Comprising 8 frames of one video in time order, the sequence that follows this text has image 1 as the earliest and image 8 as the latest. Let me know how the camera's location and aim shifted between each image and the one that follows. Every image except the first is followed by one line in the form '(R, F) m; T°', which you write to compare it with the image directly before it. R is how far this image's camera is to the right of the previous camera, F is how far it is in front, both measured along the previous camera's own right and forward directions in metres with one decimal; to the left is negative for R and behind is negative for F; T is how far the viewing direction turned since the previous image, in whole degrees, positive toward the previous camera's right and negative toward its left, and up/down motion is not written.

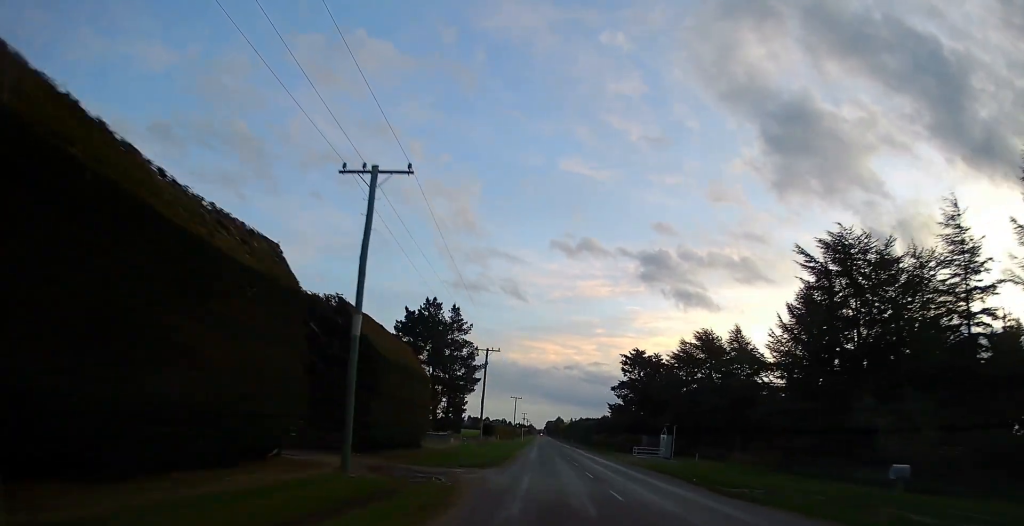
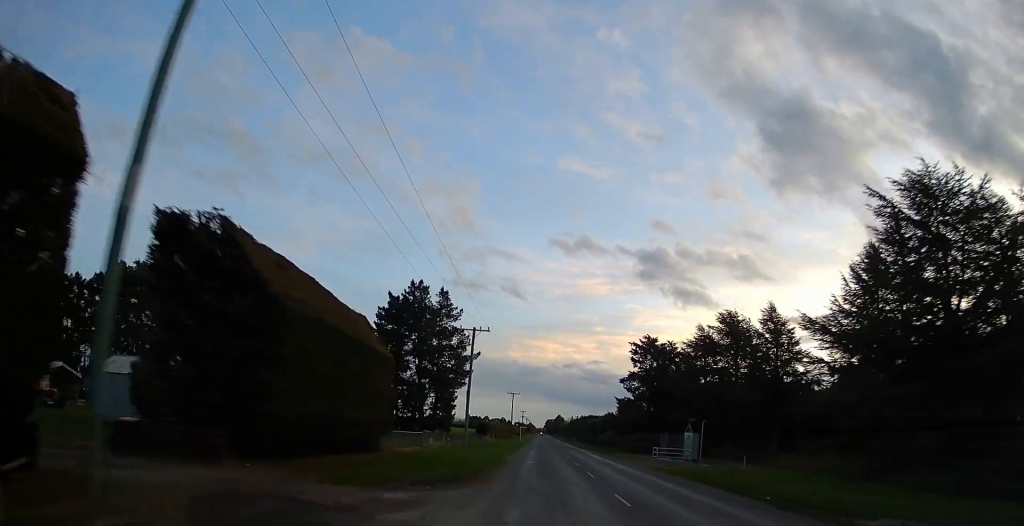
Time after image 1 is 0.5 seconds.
(+0.3, +11.9) m; +1°
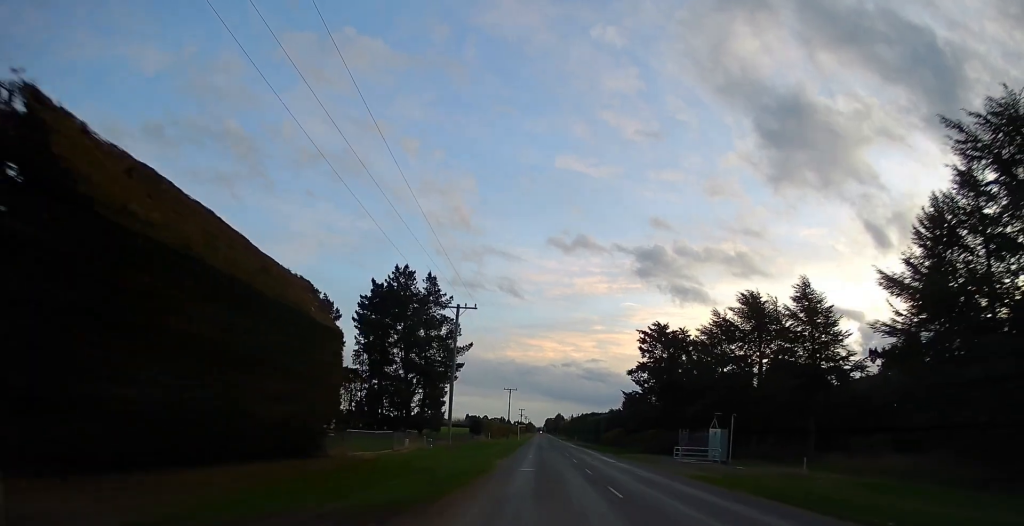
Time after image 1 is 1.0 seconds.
(0.0, +8.9) m; -1°
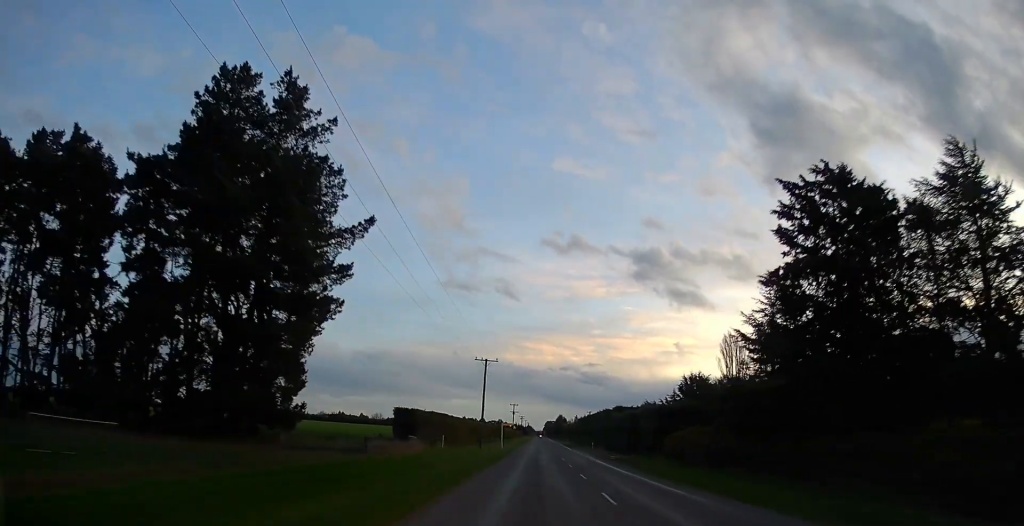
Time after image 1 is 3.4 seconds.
(-0.9, +51.1) m; -1°
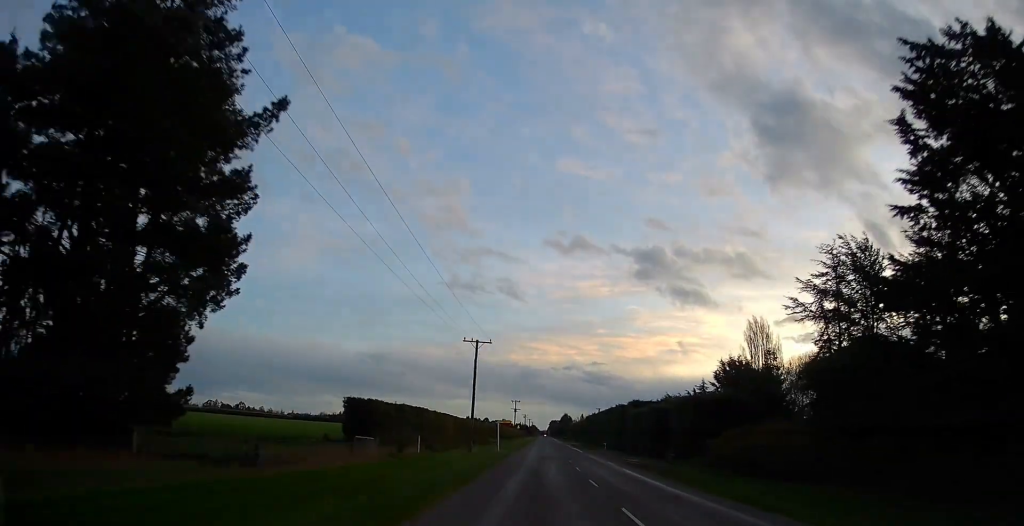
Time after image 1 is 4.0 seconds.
(-0.1, +13.0) m; 0°
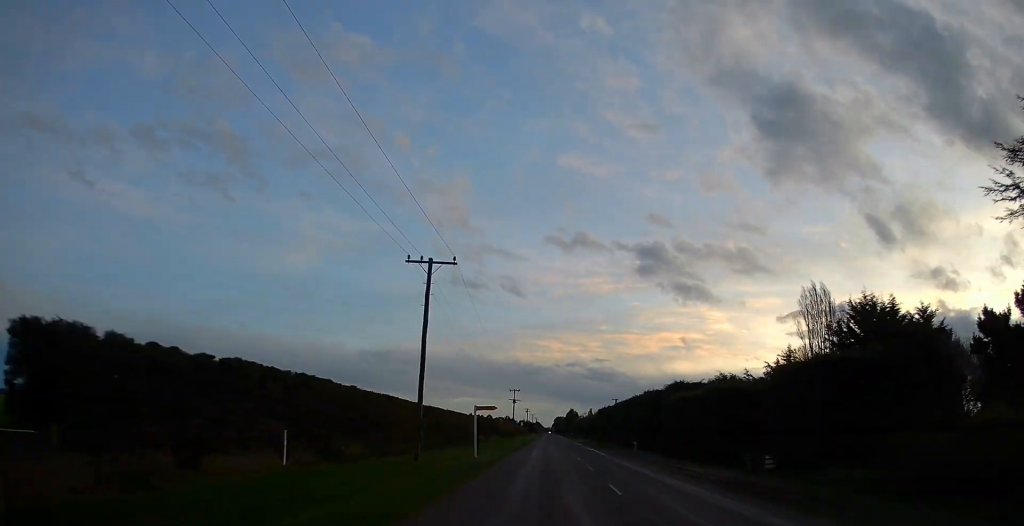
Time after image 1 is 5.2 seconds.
(+0.2, +24.6) m; +1°
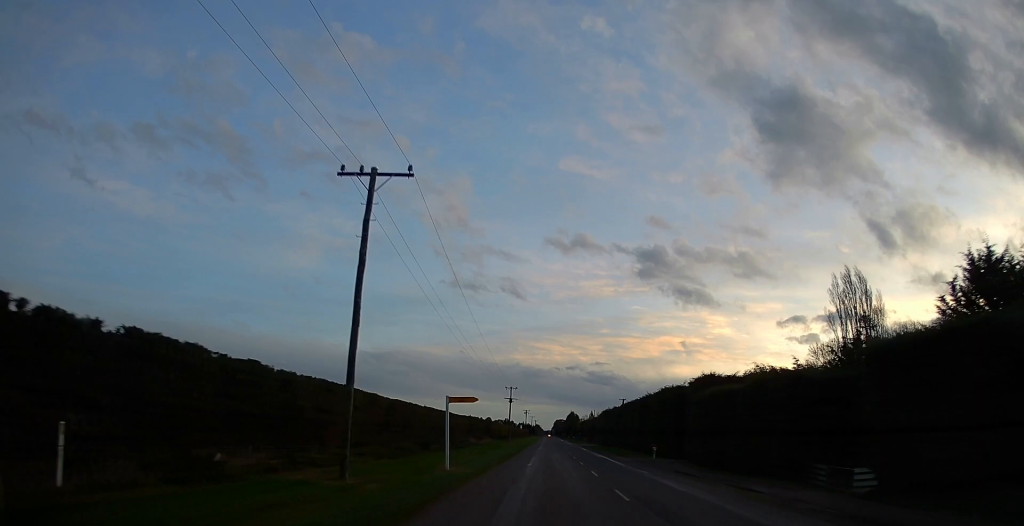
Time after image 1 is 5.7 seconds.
(+0.4, +11.0) m; 0°
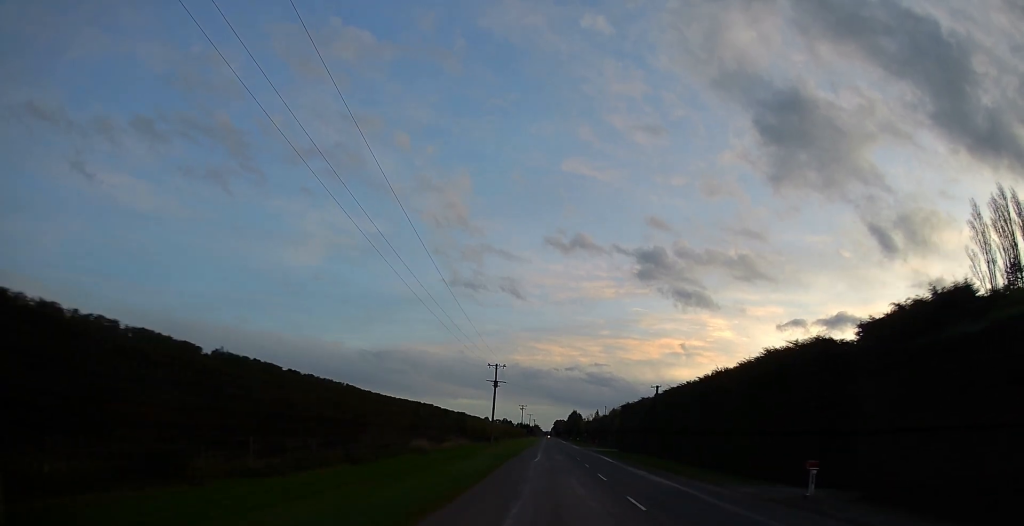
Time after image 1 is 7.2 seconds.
(-1.2, +31.4) m; -1°
